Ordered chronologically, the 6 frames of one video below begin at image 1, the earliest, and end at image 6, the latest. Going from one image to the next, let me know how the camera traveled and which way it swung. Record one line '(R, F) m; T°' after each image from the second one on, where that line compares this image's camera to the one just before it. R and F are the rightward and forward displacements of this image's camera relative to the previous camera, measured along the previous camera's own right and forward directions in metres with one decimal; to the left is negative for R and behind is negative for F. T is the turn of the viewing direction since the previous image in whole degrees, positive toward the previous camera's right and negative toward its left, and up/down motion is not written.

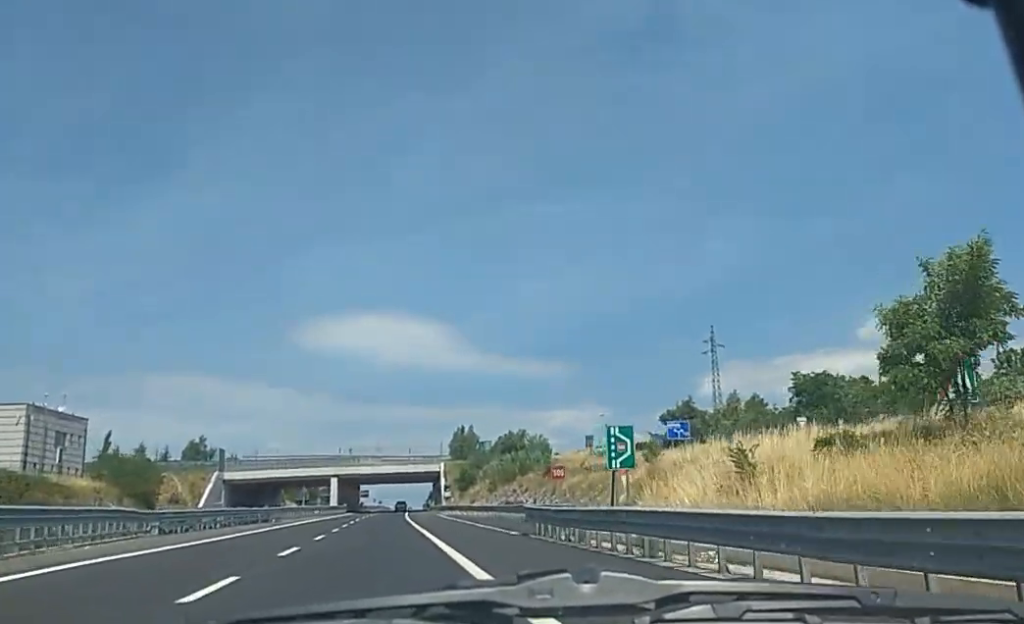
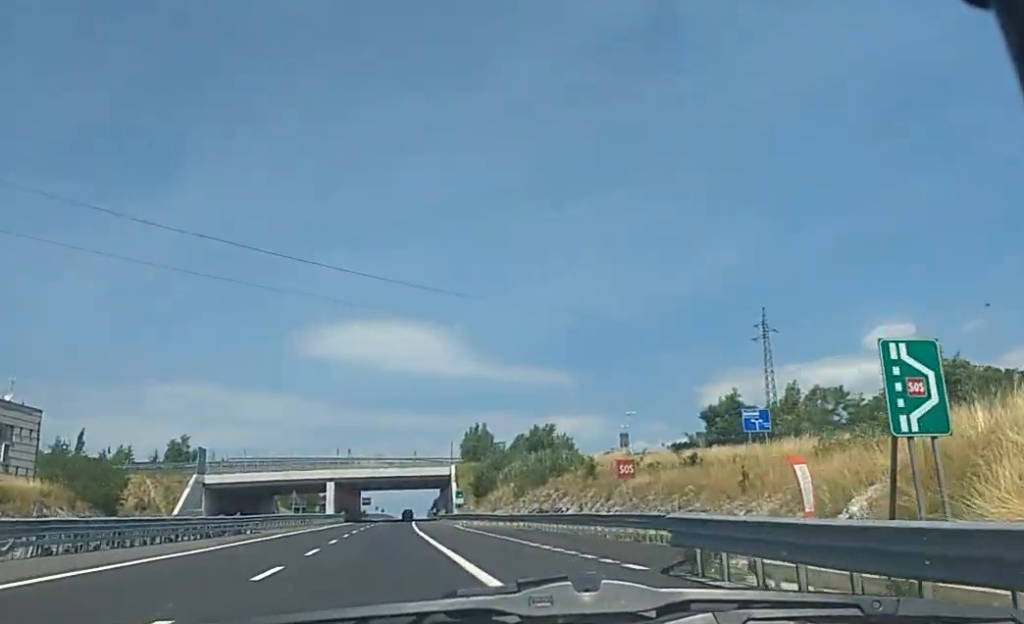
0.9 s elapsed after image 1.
(-0.2, +20.3) m; -1°
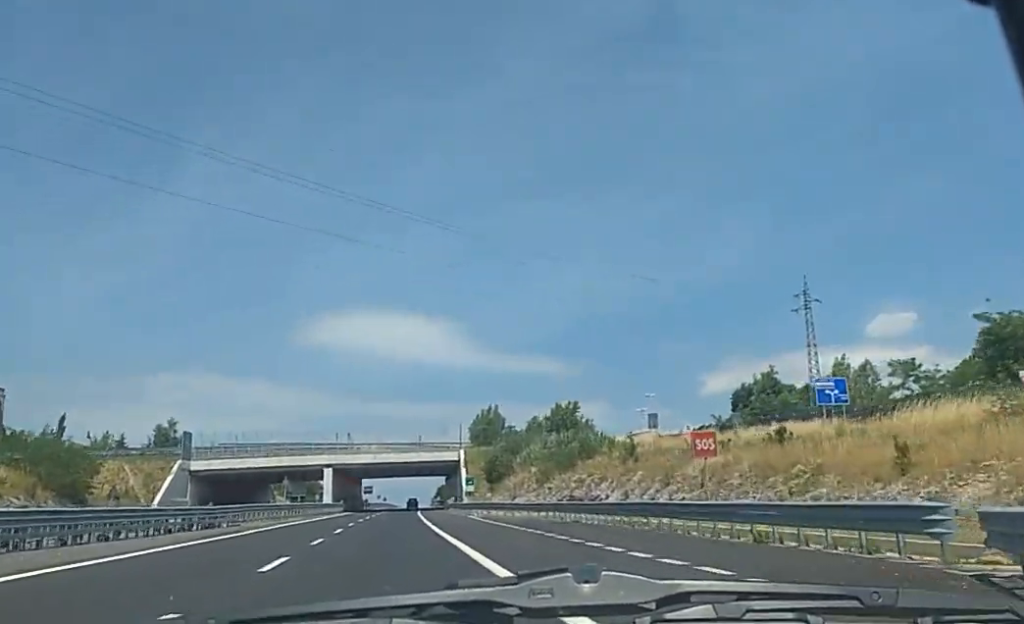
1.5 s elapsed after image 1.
(0.0, +14.7) m; 0°
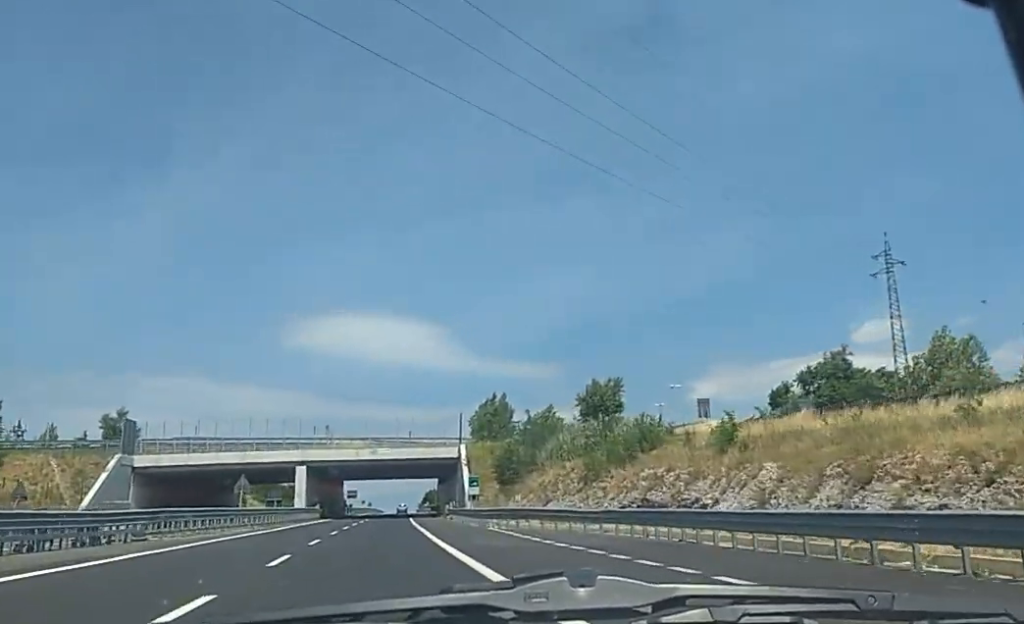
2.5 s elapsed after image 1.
(+0.2, +26.7) m; +1°
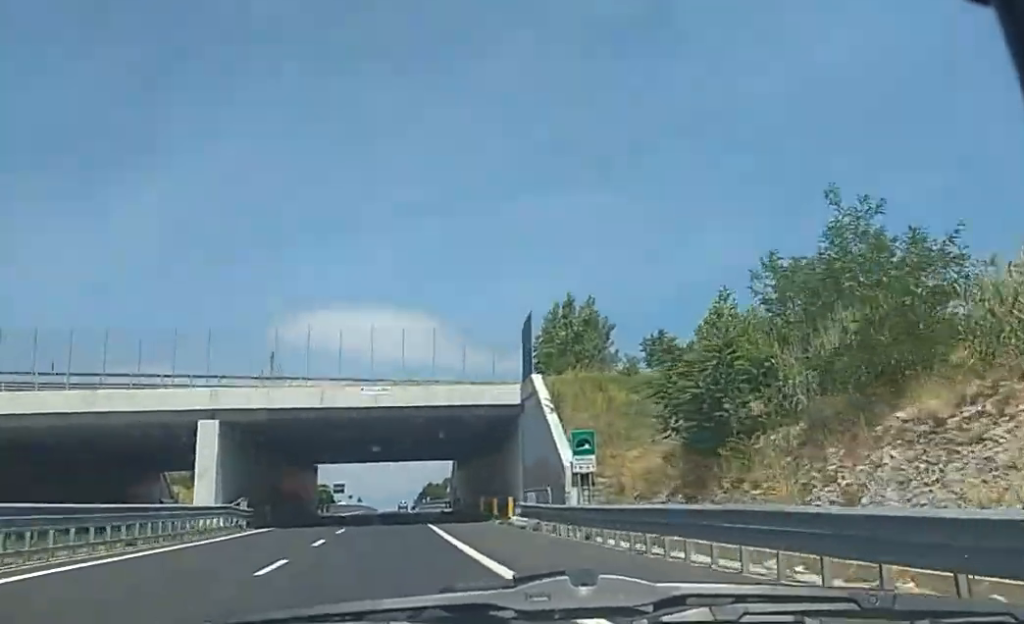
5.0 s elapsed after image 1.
(-0.4, +41.1) m; -1°
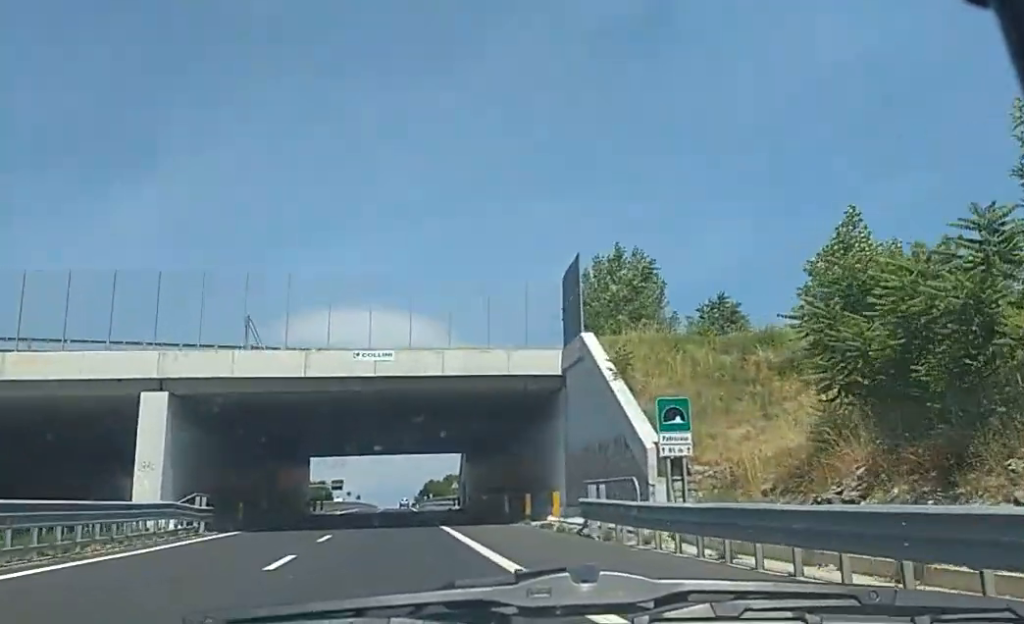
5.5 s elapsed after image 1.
(+0.2, +14.0) m; -1°
